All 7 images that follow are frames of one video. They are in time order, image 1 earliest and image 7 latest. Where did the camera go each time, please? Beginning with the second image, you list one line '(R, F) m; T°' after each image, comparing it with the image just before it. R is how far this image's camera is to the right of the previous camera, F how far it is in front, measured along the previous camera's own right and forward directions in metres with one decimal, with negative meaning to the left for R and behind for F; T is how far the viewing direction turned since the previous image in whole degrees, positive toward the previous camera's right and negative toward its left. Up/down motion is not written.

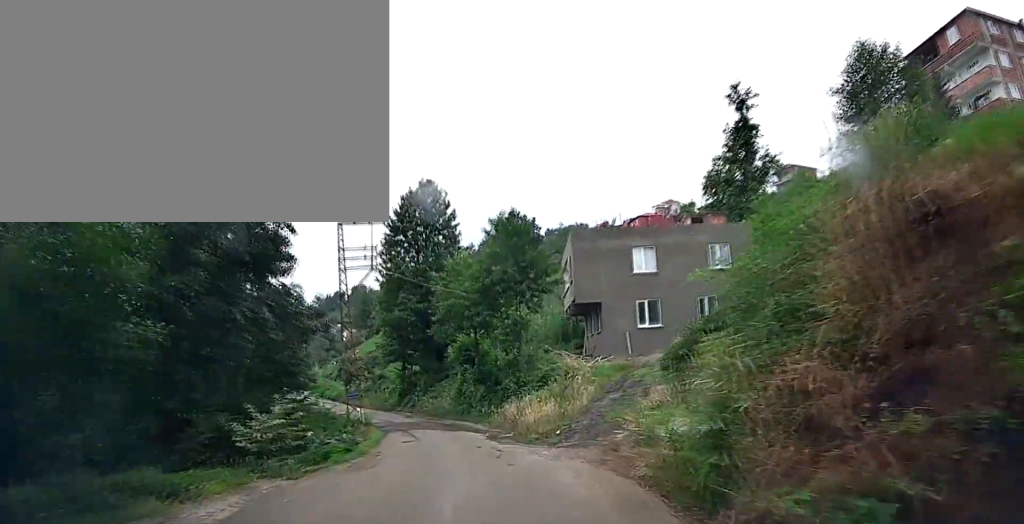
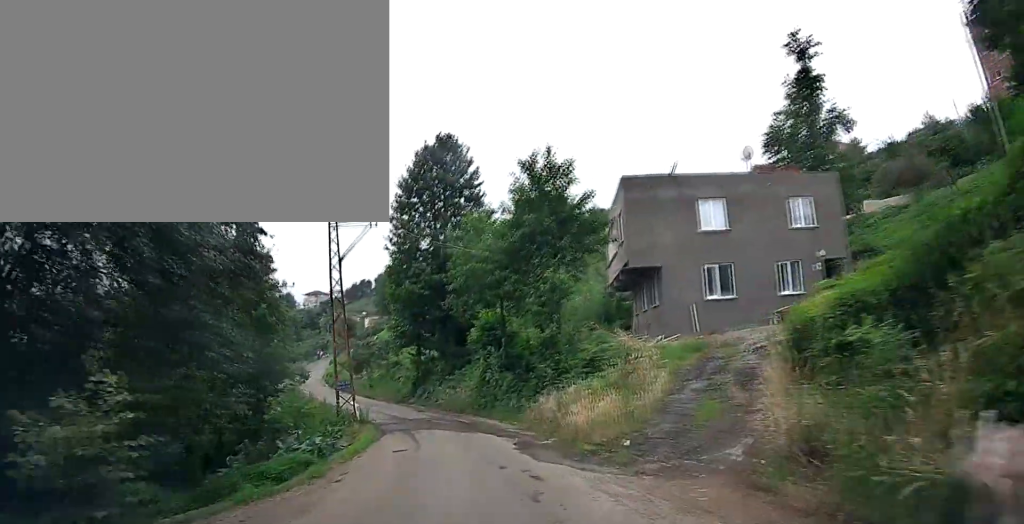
(0.0, +6.5) m; -1°
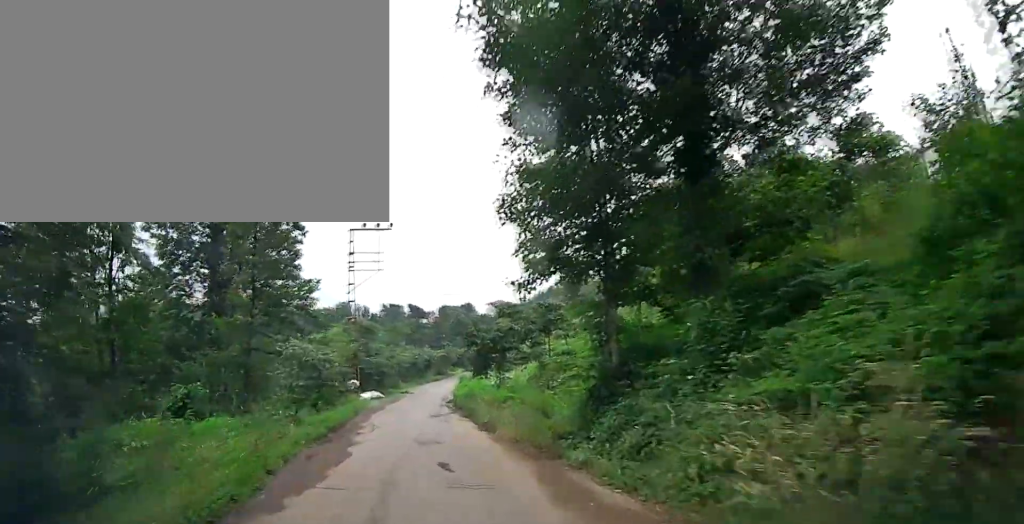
(-3.5, +25.7) m; -19°
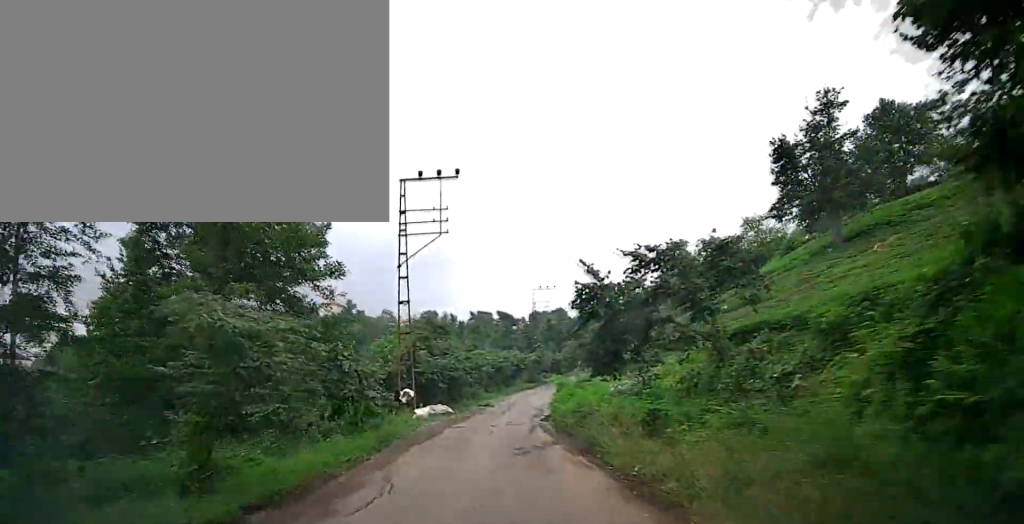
(-0.6, +10.4) m; -5°
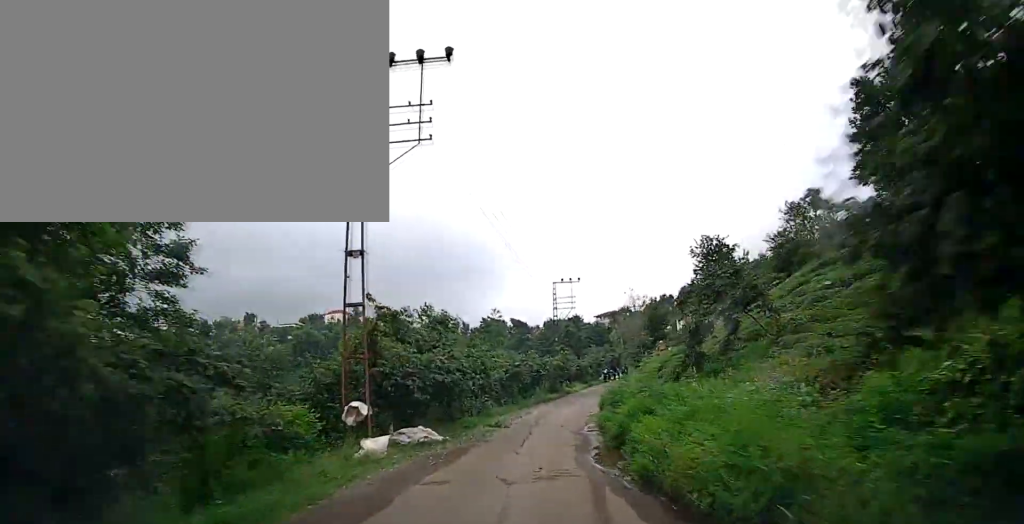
(-0.2, +10.2) m; -2°
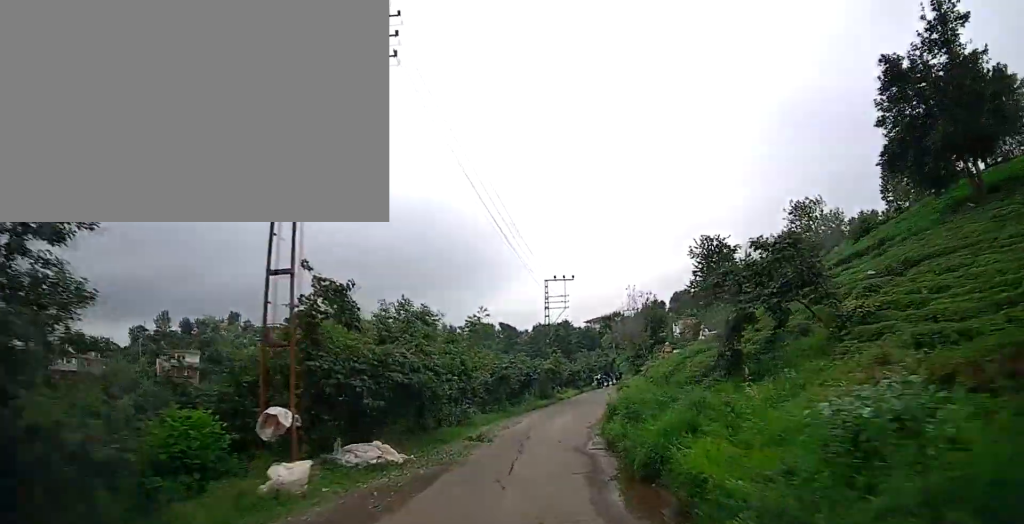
(0.0, +4.1) m; +1°
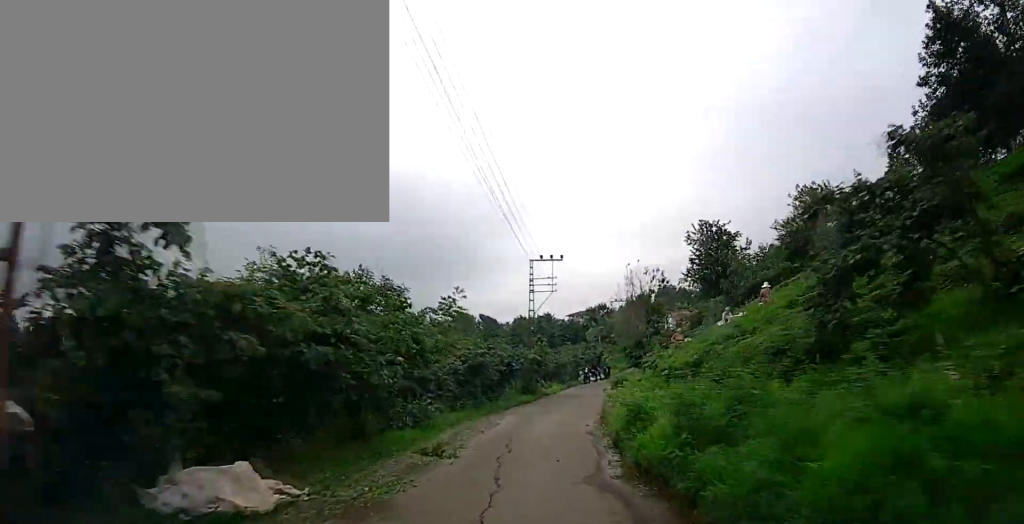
(-0.1, +5.8) m; +2°
